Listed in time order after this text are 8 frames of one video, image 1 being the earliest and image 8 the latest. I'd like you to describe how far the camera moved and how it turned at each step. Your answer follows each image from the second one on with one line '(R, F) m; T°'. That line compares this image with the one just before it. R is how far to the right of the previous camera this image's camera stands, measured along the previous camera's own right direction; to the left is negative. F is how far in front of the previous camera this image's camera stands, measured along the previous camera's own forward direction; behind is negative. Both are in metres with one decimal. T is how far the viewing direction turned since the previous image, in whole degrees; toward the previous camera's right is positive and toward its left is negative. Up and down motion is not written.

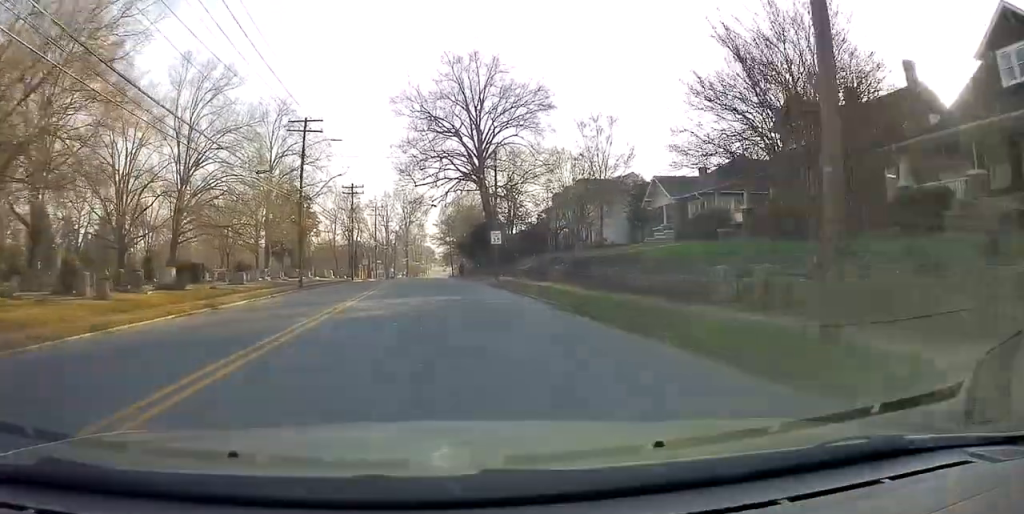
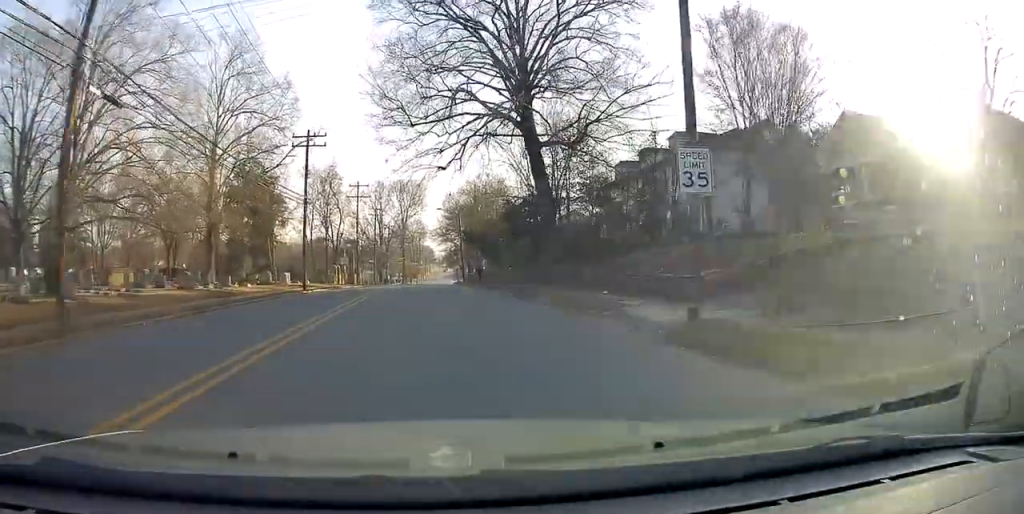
(+0.1, +25.5) m; 0°
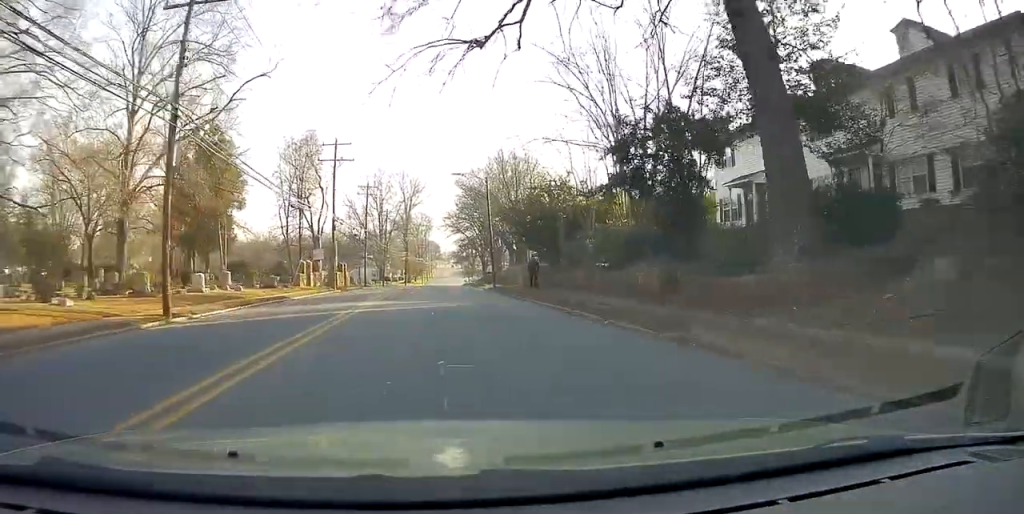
(0.0, +22.2) m; 0°
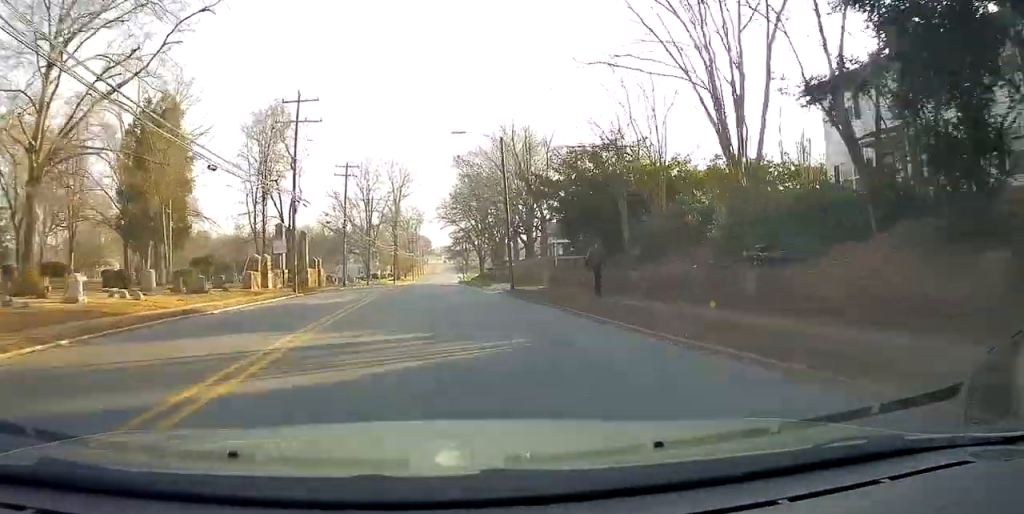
(0.0, +11.8) m; 0°
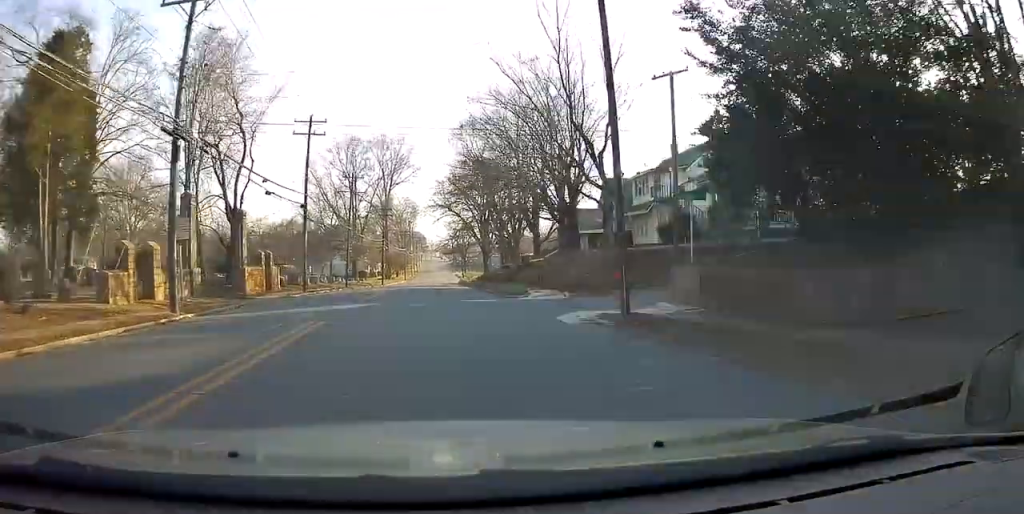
(0.0, +16.9) m; +1°
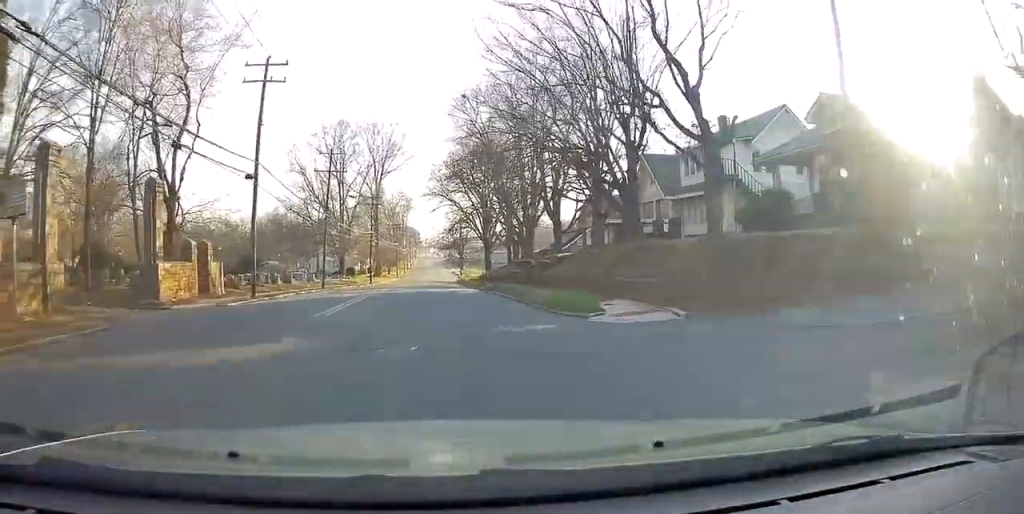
(0.0, +11.1) m; +1°
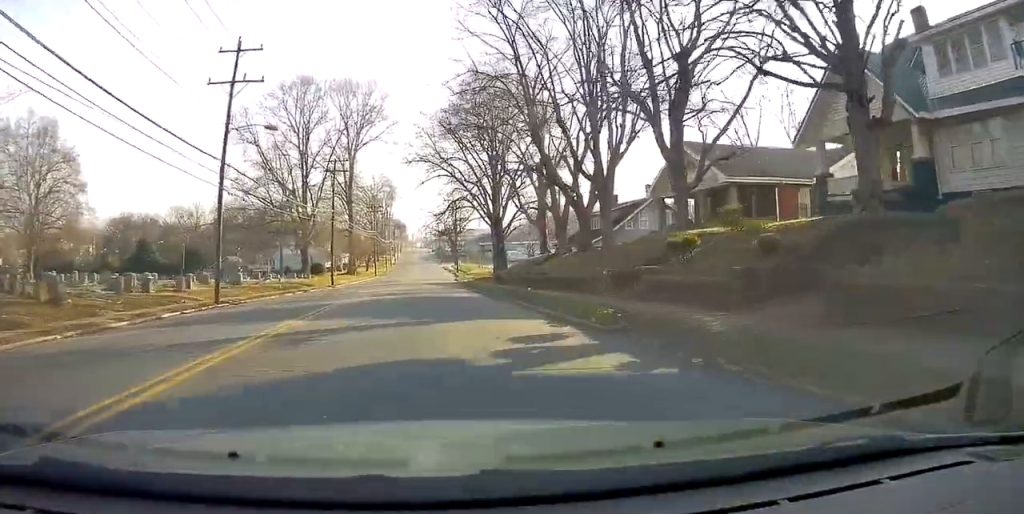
(+0.1, +24.5) m; -1°
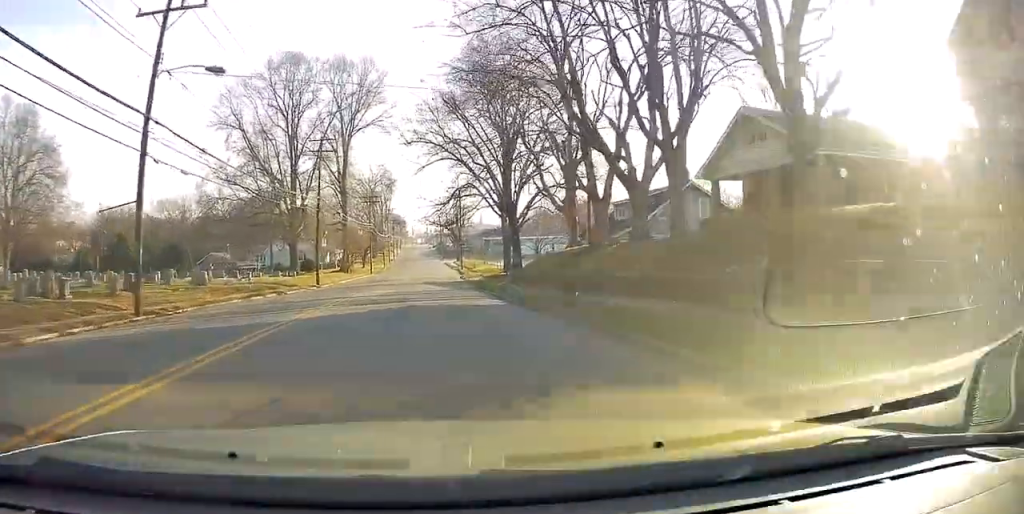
(-0.3, +8.1) m; 0°
